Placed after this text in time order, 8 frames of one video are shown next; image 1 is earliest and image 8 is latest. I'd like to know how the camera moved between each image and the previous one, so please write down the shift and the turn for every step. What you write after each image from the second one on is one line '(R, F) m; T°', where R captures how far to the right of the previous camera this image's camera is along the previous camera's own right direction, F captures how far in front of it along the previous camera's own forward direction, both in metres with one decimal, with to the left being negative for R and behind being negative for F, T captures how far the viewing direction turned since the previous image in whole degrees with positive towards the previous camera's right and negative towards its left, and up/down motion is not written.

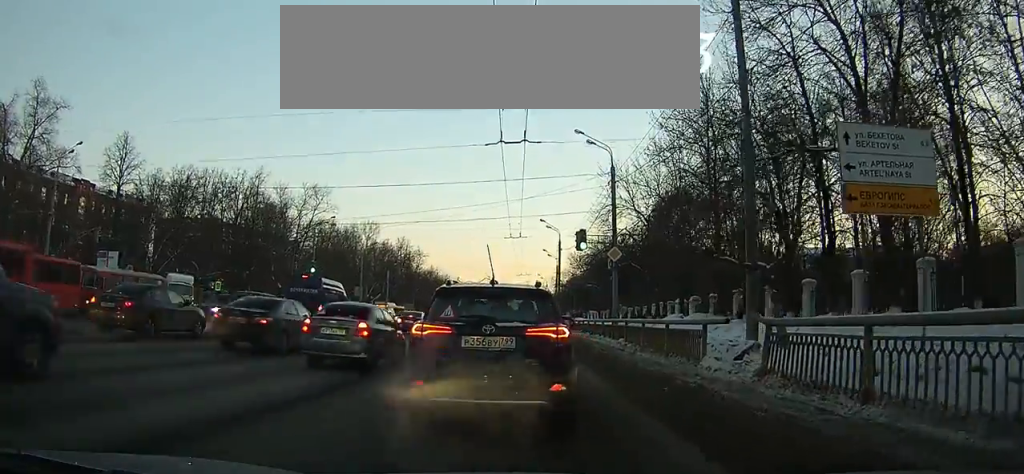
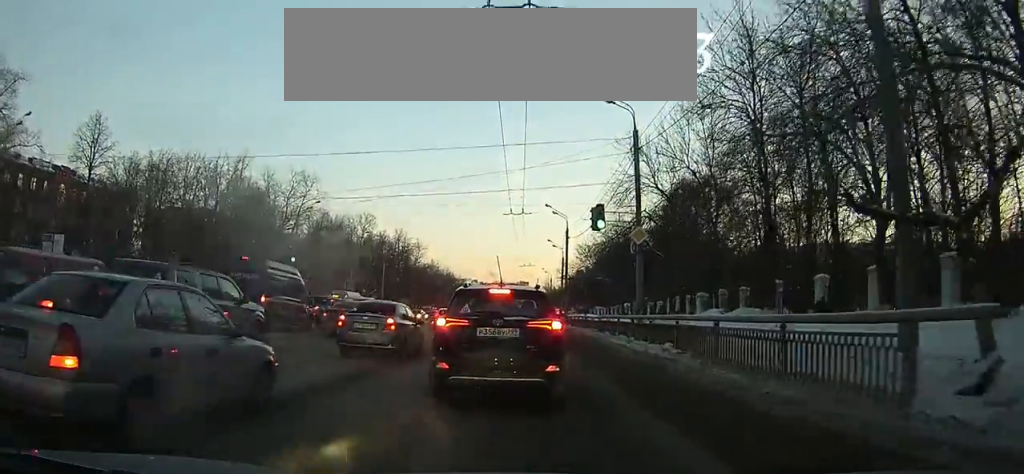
(0.0, +2.5) m; 0°
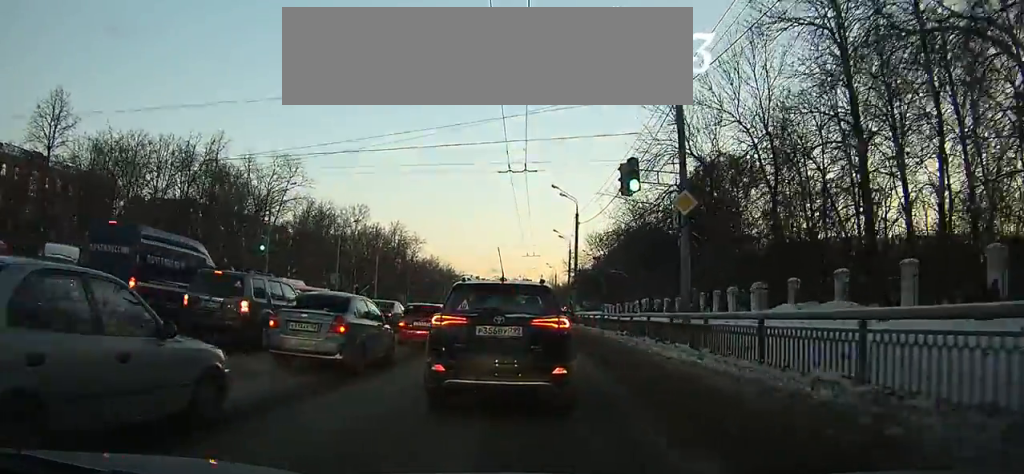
(0.0, +3.7) m; 0°
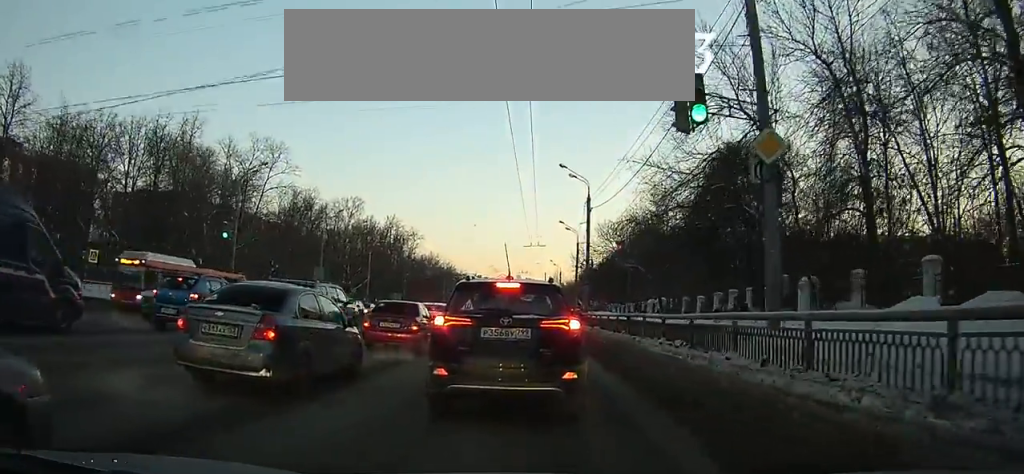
(0.0, +4.5) m; 0°
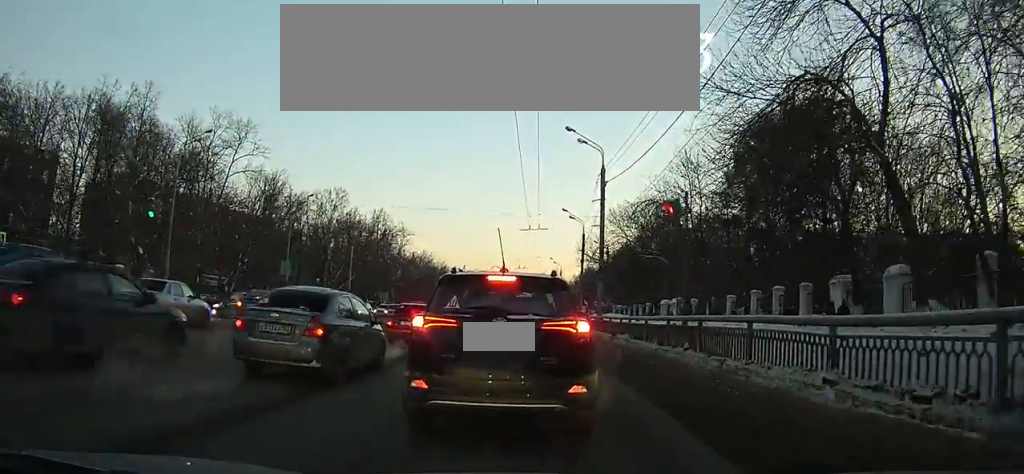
(-0.1, +8.8) m; -1°
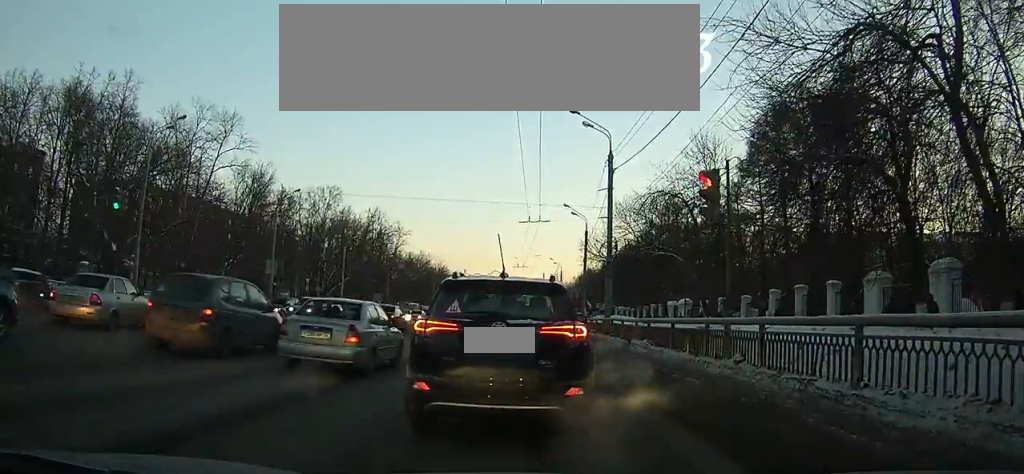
(-0.1, +9.9) m; 0°
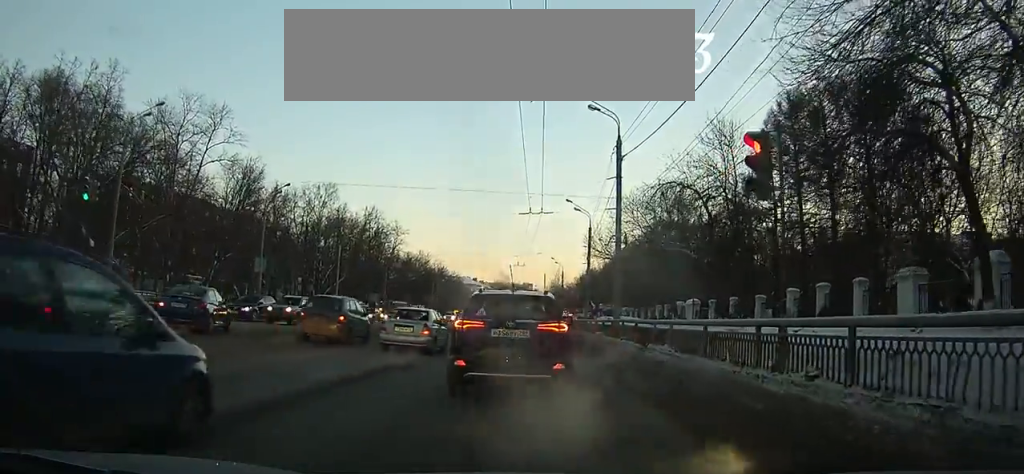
(0.0, +4.8) m; +1°
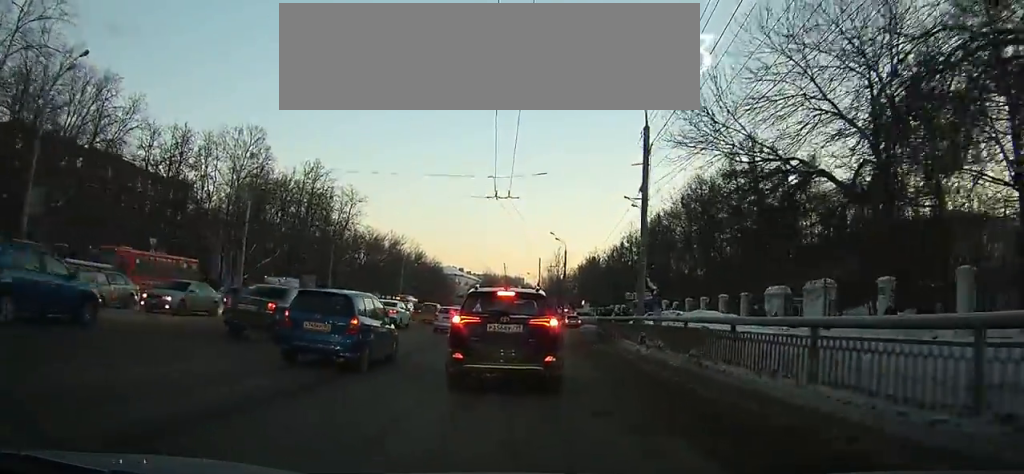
(+0.9, +23.2) m; +2°
